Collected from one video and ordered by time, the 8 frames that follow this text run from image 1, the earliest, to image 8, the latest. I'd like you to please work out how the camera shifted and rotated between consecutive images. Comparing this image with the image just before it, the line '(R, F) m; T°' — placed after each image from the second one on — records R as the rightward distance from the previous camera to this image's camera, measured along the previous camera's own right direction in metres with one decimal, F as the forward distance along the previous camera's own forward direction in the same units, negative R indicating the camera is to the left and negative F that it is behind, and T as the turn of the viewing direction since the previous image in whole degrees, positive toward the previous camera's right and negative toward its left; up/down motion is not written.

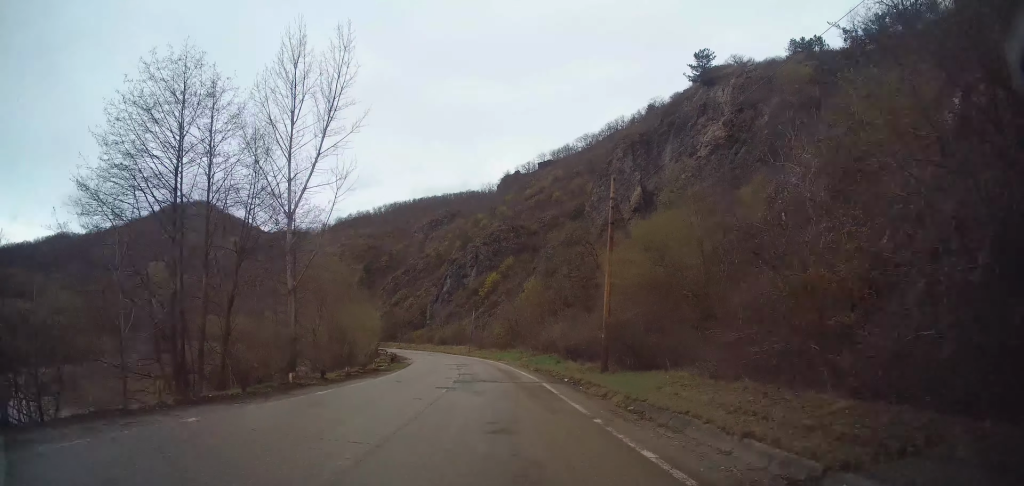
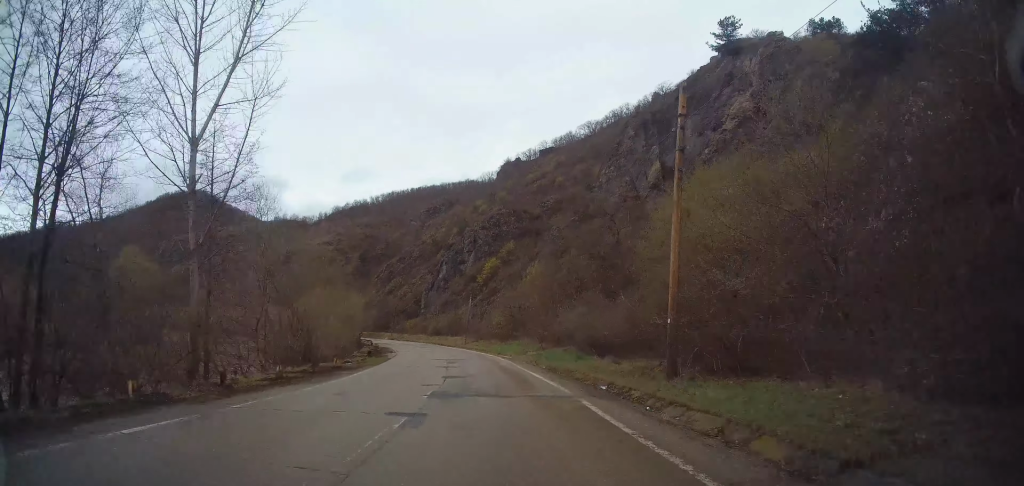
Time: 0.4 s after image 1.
(0.0, +7.9) m; 0°
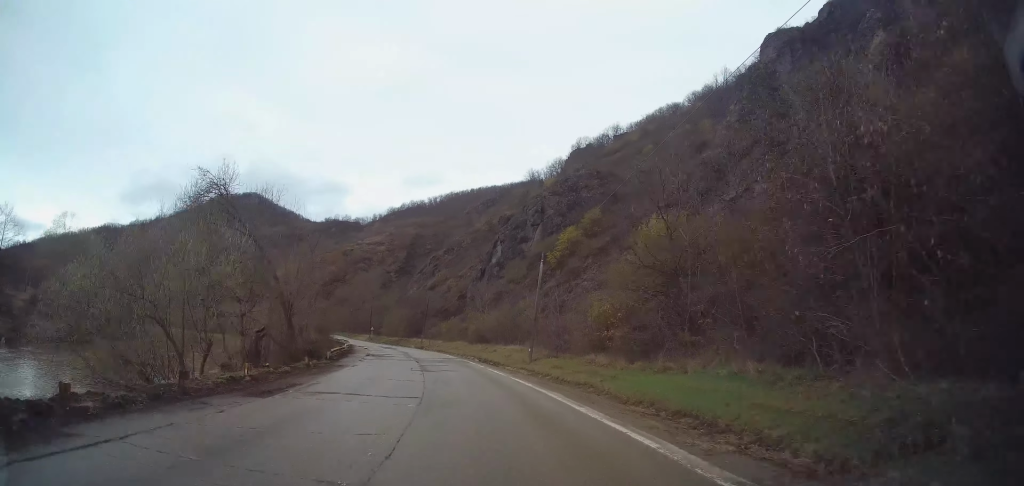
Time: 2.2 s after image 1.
(-0.2, +32.2) m; -4°
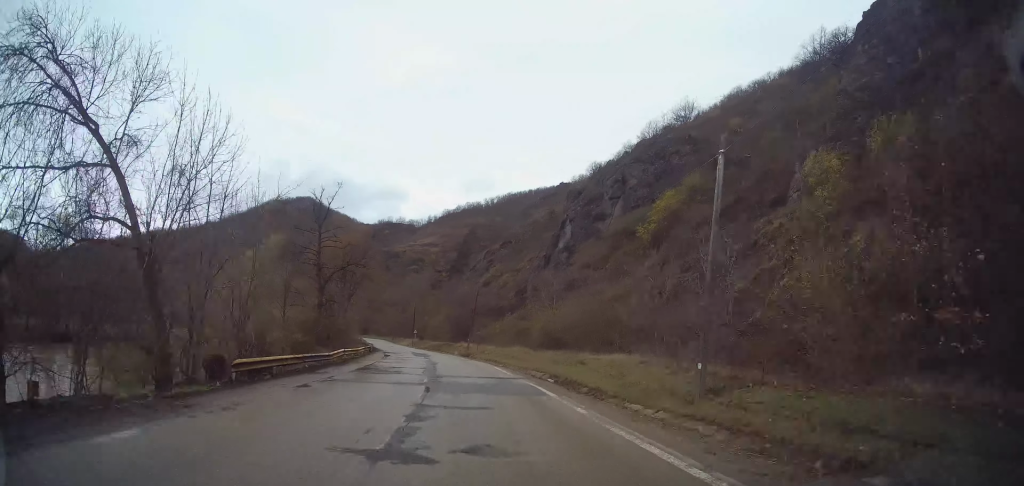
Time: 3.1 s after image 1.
(-0.7, +16.7) m; -5°
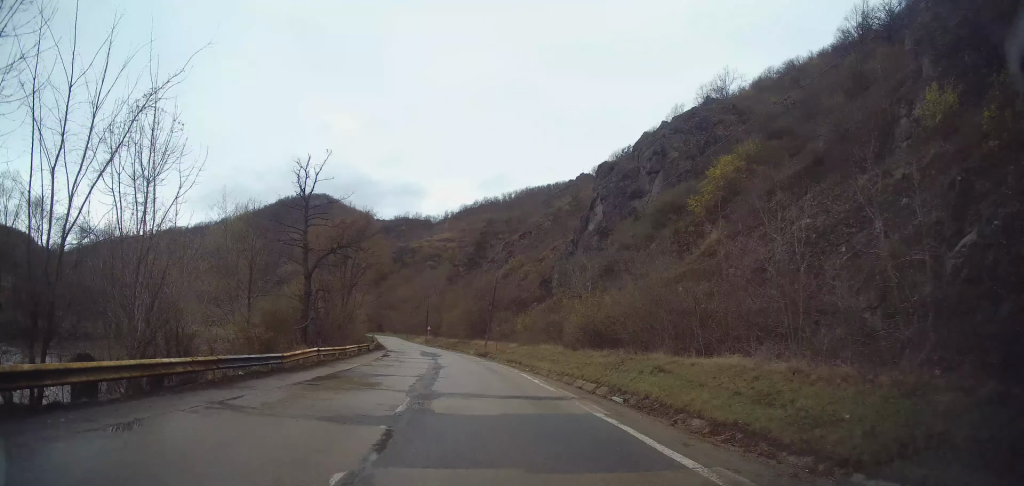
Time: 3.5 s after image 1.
(-0.4, +8.1) m; -2°
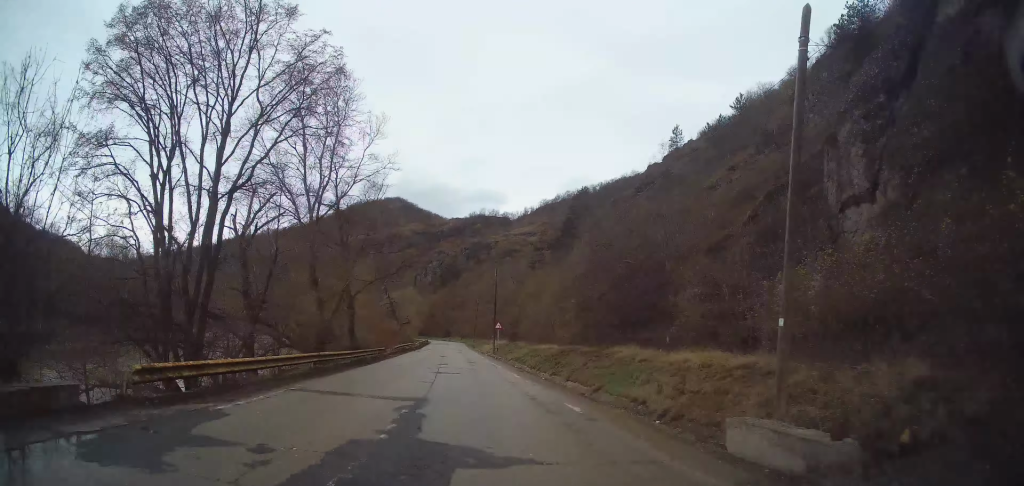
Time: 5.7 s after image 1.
(-3.5, +40.9) m; -9°
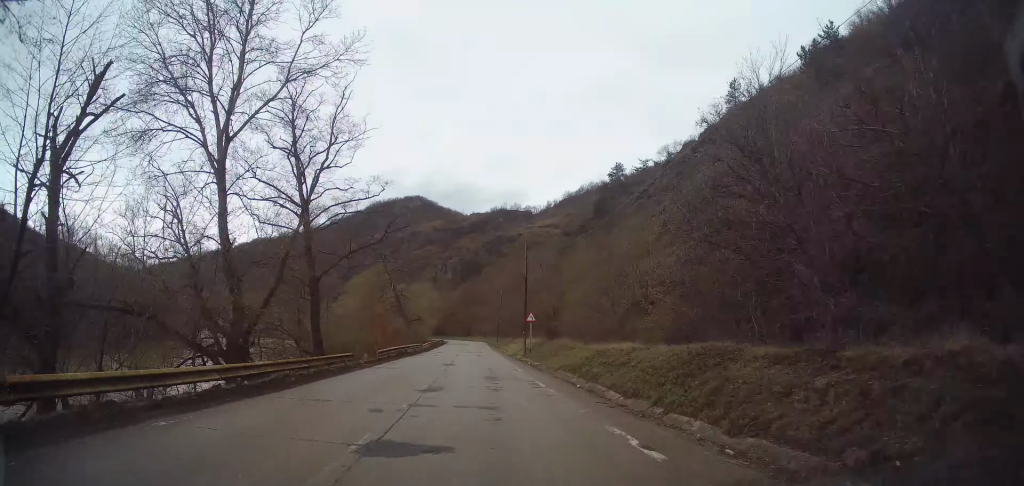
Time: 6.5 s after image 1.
(-0.4, +14.6) m; -3°
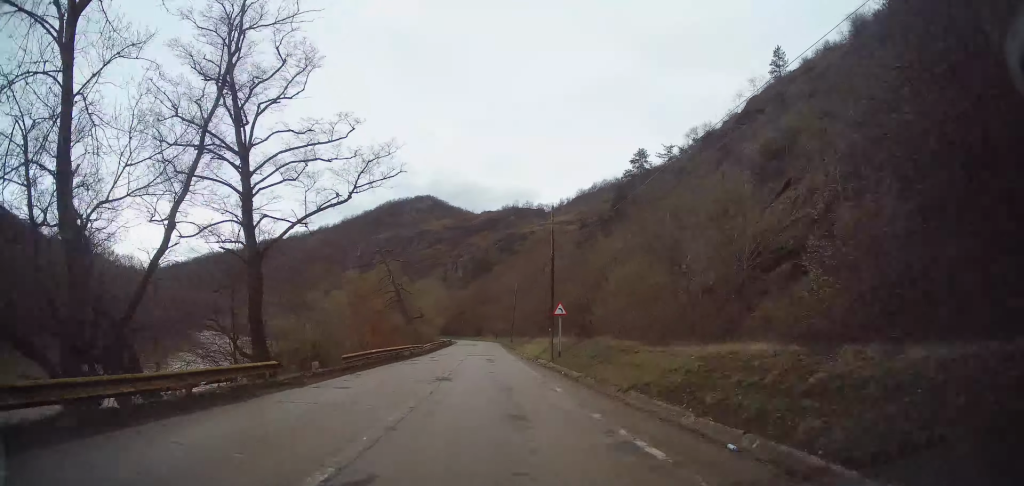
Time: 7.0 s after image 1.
(-0.1, +9.6) m; -2°
